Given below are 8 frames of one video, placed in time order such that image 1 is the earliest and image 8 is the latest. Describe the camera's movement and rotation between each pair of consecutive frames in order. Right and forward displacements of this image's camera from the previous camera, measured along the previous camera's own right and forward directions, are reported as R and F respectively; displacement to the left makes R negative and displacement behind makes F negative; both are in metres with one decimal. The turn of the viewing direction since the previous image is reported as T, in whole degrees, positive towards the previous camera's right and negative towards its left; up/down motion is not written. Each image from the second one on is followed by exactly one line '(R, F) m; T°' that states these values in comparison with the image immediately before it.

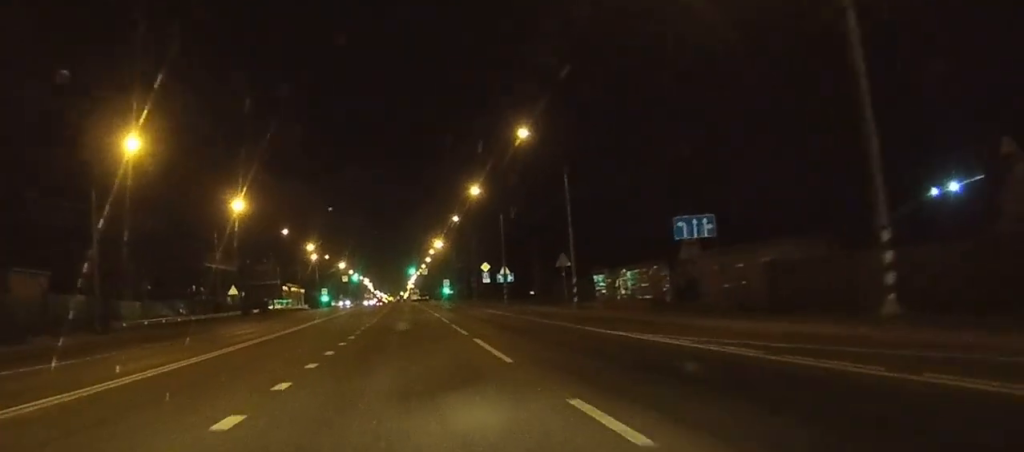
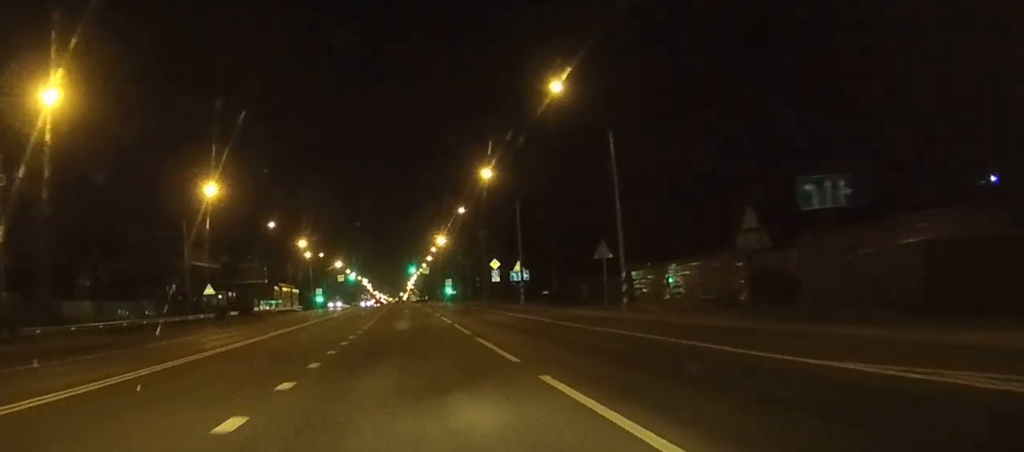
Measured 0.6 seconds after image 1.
(0.0, +12.3) m; 0°
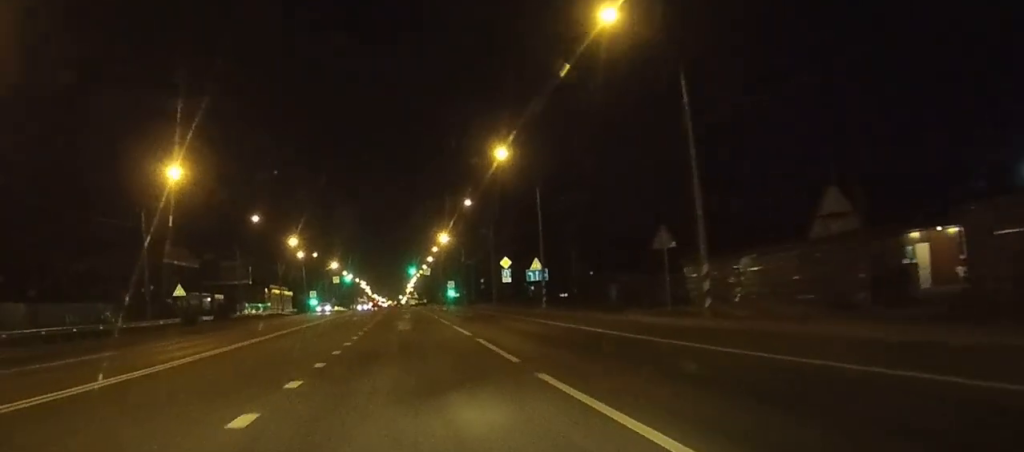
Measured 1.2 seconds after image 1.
(0.0, +11.7) m; 0°
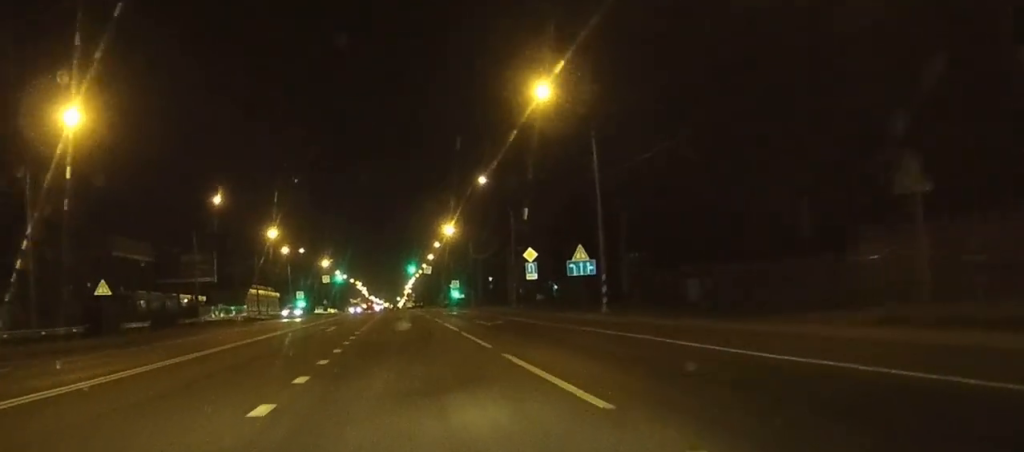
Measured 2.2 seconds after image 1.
(+0.1, +19.4) m; 0°
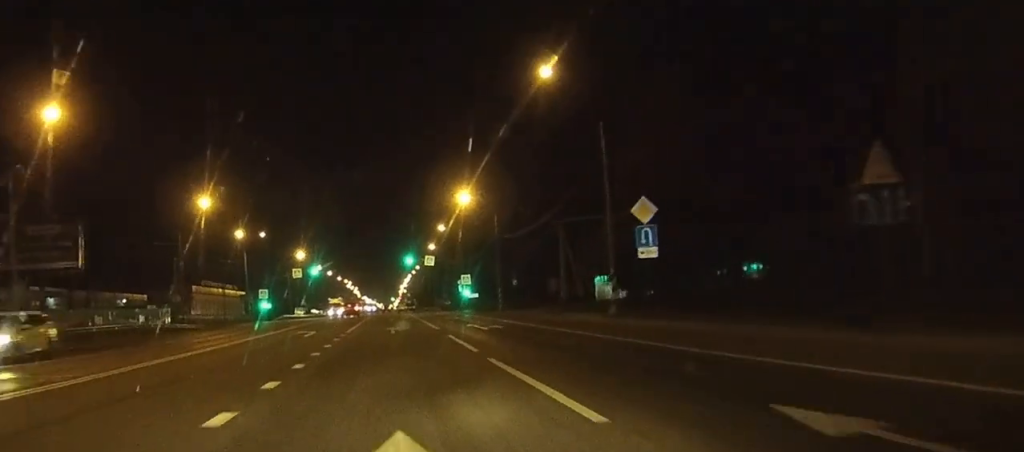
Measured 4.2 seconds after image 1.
(0.0, +36.9) m; 0°
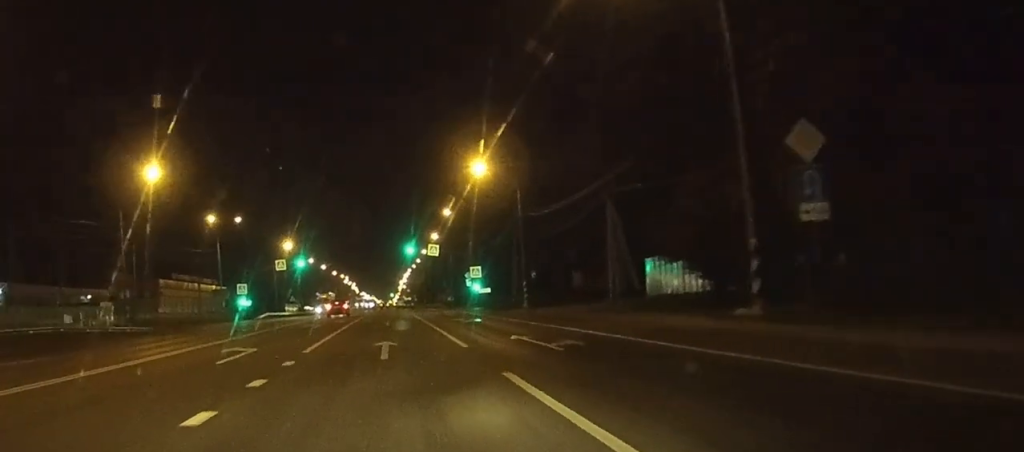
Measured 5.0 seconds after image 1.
(0.0, +16.2) m; 0°
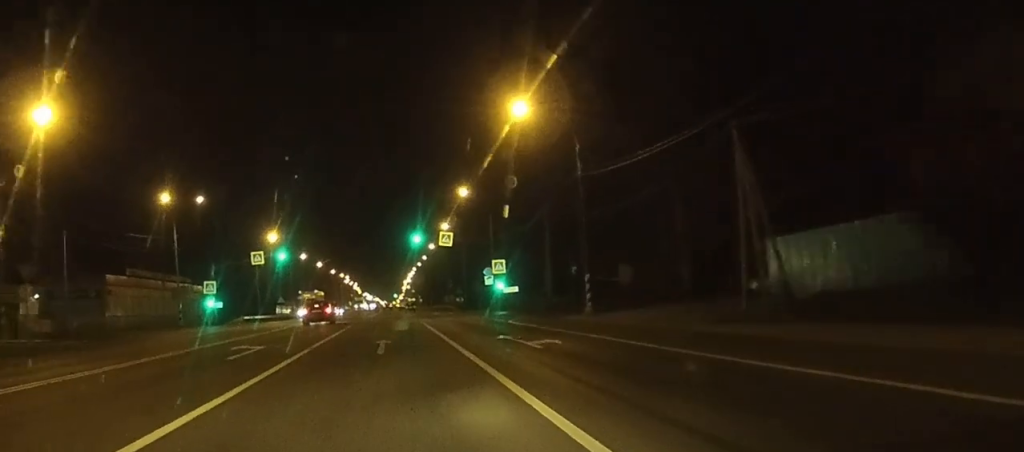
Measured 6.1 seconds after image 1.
(-0.1, +20.2) m; 0°
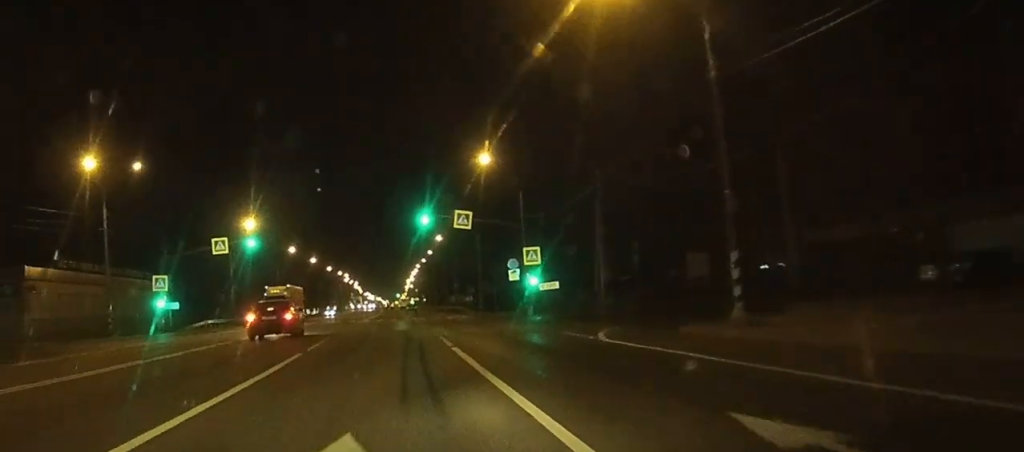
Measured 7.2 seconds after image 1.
(0.0, +19.3) m; 0°
